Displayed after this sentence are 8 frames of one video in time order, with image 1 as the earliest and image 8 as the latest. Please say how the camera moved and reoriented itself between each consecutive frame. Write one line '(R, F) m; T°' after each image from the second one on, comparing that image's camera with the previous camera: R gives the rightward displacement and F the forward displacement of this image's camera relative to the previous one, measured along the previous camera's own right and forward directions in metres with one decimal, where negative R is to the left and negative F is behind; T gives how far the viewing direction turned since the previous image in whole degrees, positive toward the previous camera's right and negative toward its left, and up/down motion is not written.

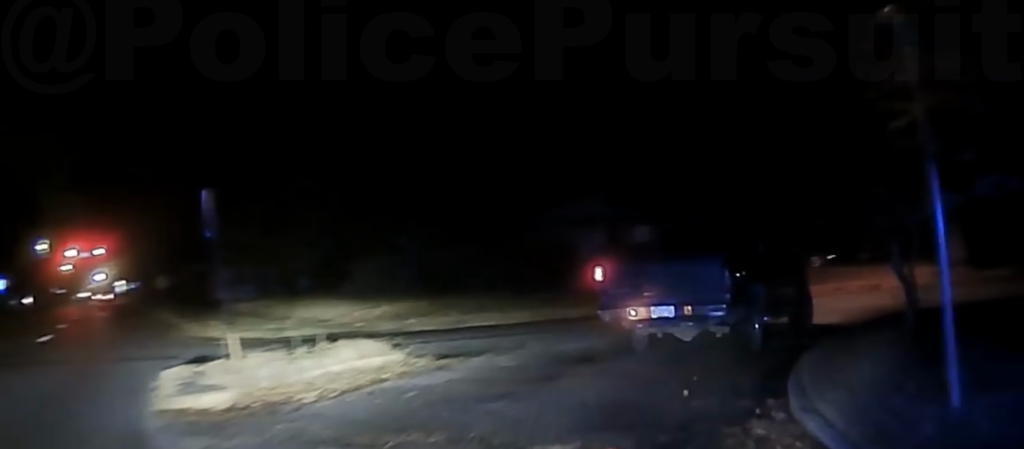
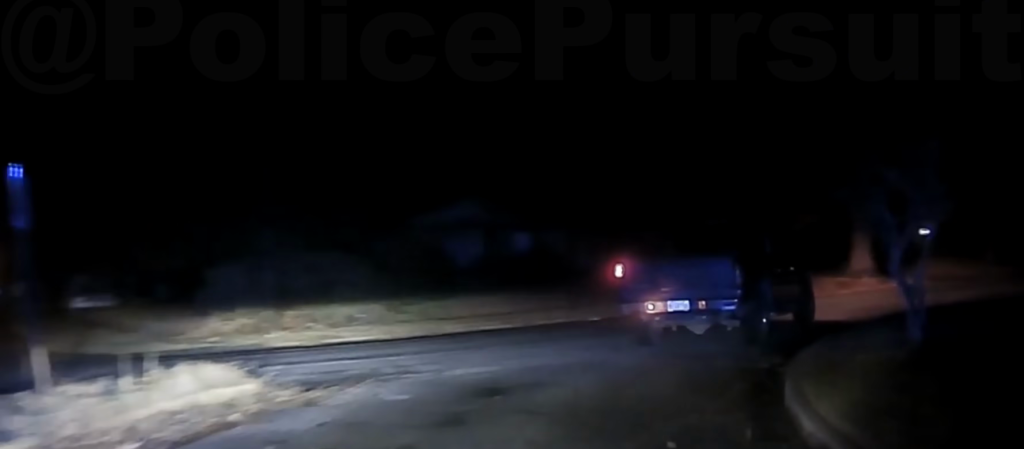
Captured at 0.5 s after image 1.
(-0.1, +2.7) m; +9°
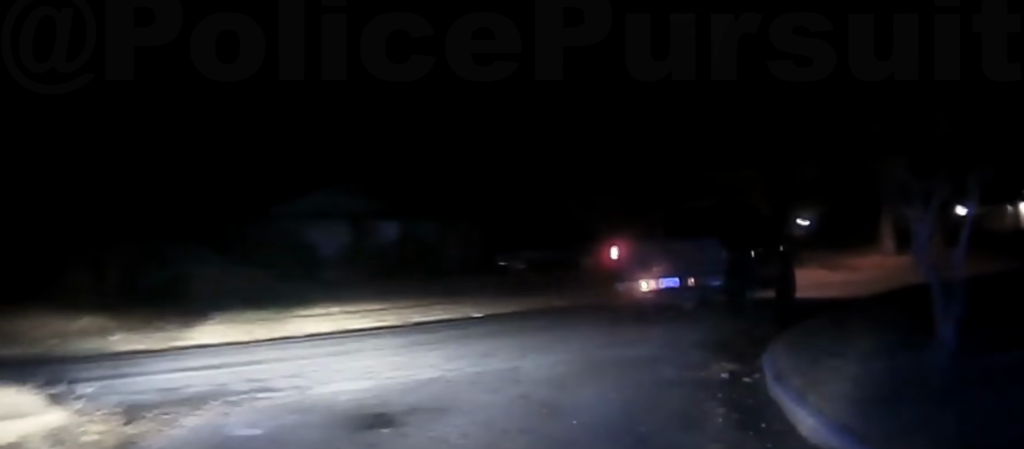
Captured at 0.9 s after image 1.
(+0.5, +2.5) m; +9°
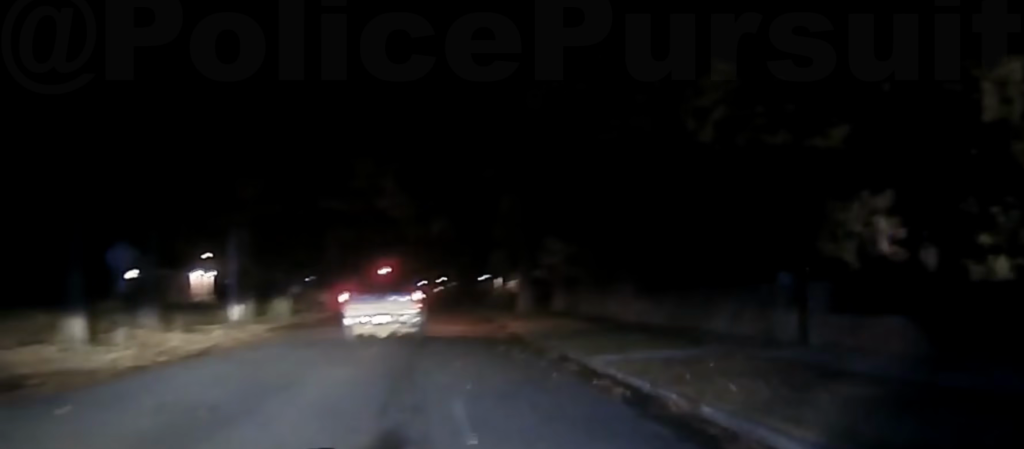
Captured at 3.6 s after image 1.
(+8.9, +22.1) m; +34°
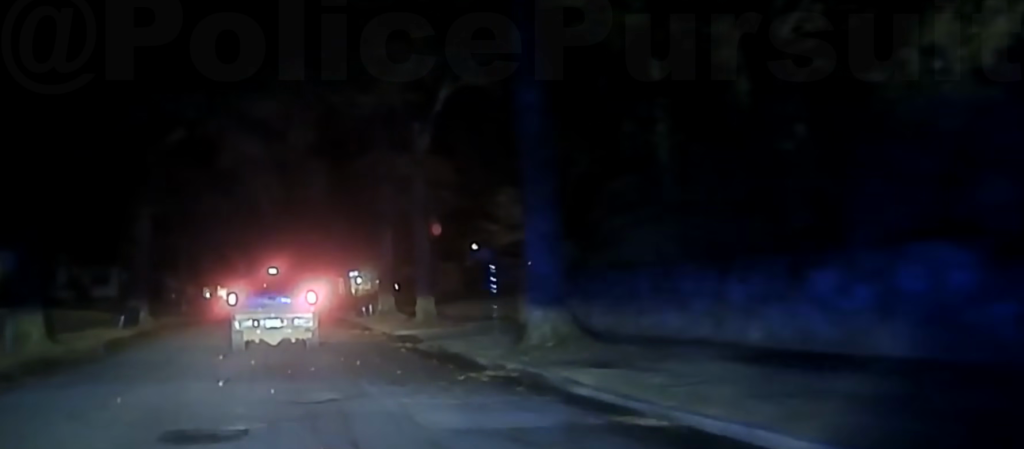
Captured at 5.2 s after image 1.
(+2.1, +23.1) m; +7°
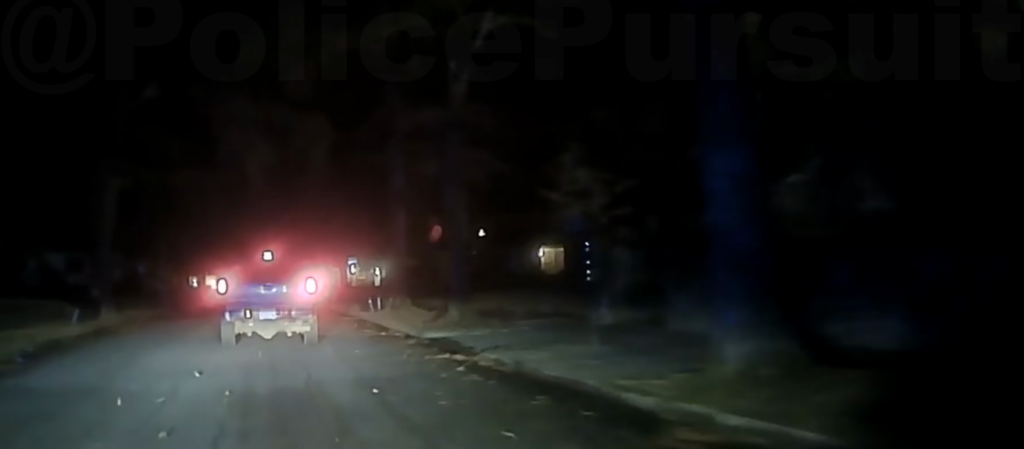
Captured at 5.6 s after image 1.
(+0.1, +7.2) m; +1°
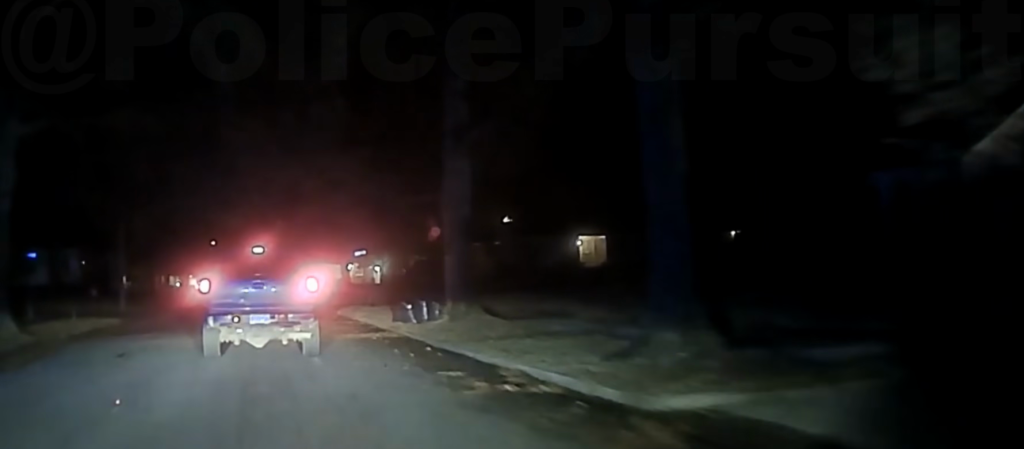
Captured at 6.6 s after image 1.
(0.0, +14.2) m; 0°
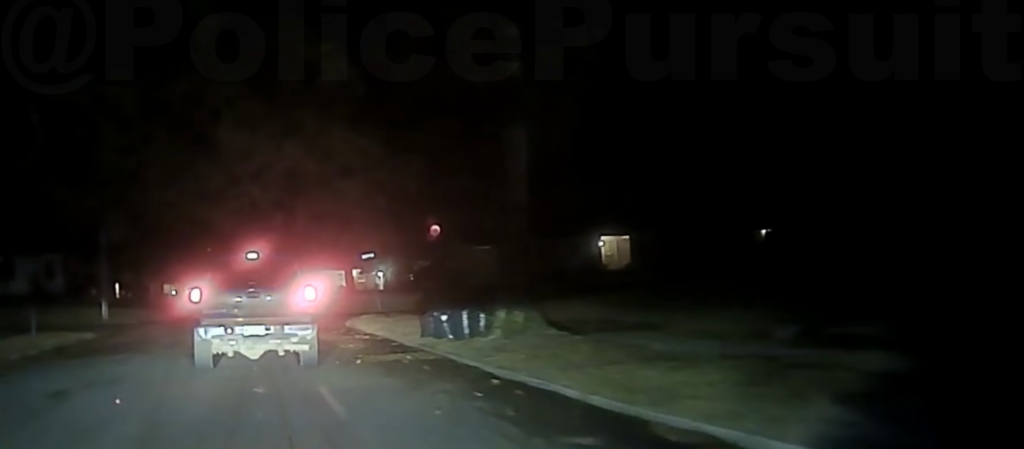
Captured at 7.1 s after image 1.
(0.0, +5.3) m; 0°
